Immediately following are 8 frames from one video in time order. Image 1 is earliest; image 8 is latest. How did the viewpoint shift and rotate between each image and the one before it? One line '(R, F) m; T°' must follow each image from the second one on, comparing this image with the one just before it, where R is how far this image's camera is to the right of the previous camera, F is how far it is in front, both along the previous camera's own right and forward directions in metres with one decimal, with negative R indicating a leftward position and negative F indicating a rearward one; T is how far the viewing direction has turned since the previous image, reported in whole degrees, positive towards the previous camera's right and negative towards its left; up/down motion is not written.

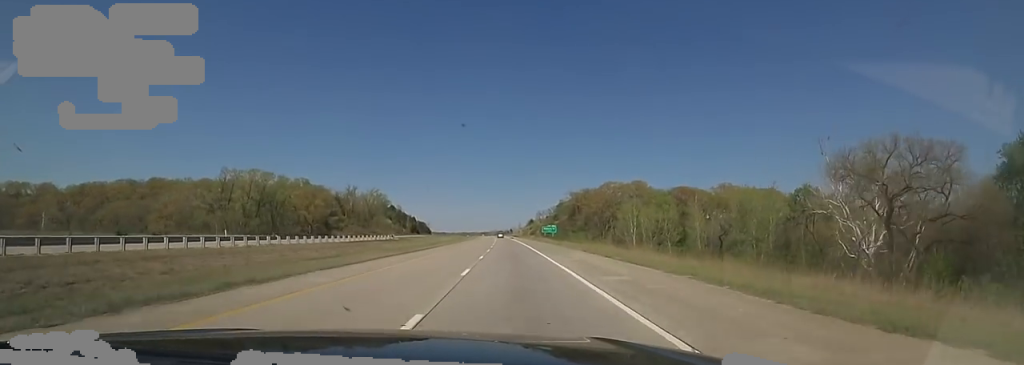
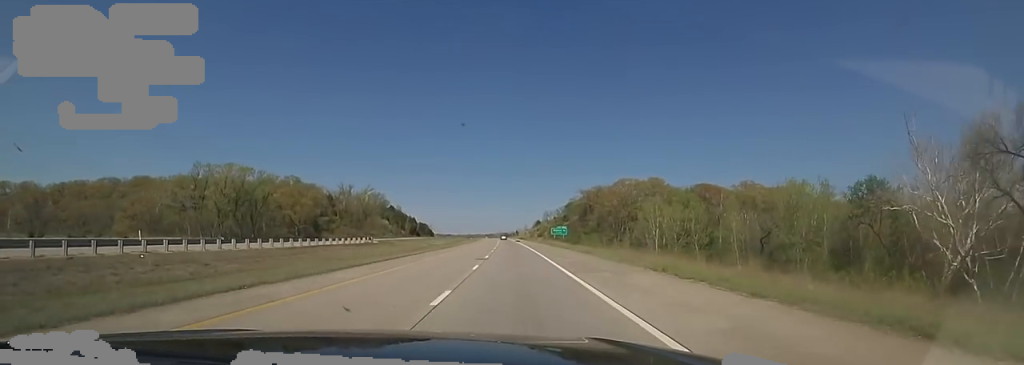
(-0.2, +15.9) m; -1°
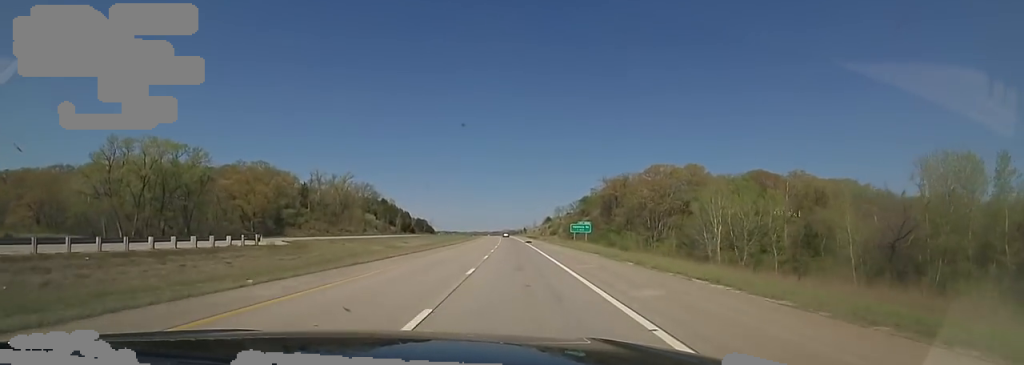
(+0.3, +32.7) m; -2°
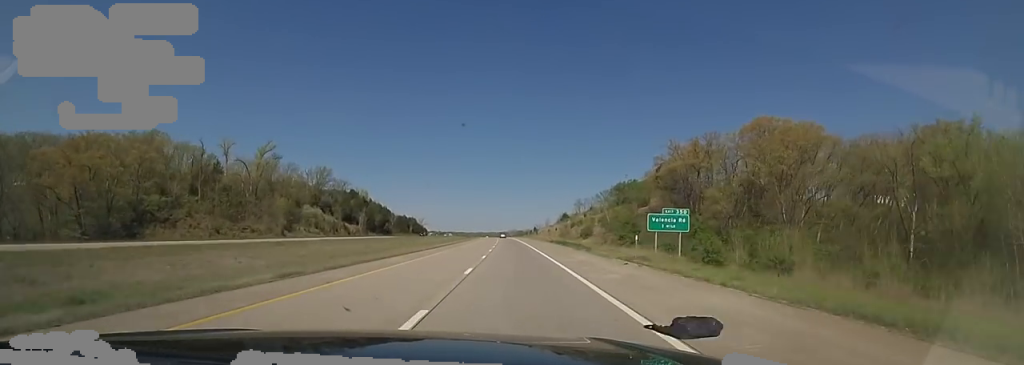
(-0.9, +59.2) m; 0°
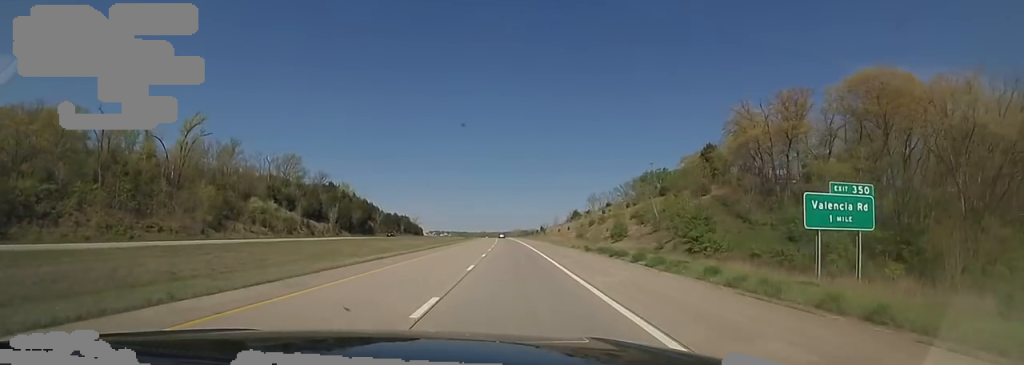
(-0.2, +28.9) m; 0°
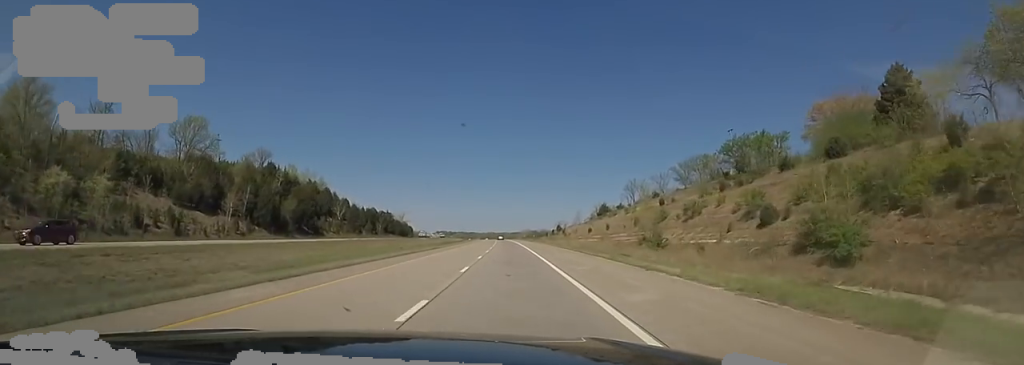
(+0.7, +49.2) m; 0°
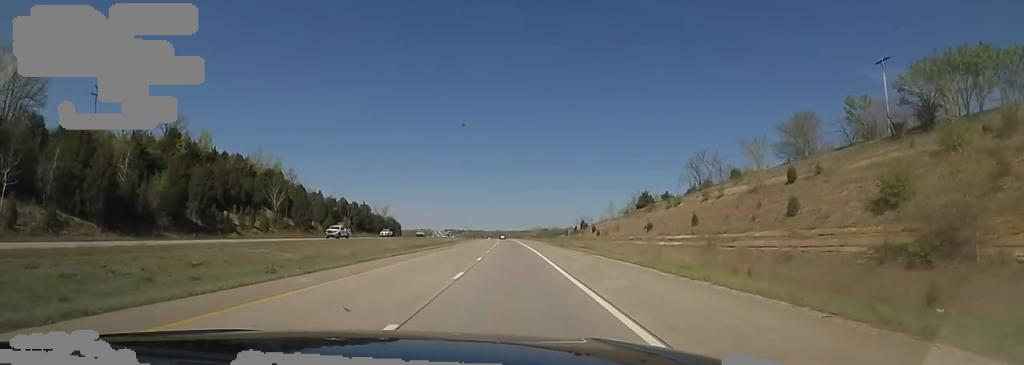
(-1.5, +42.0) m; -3°
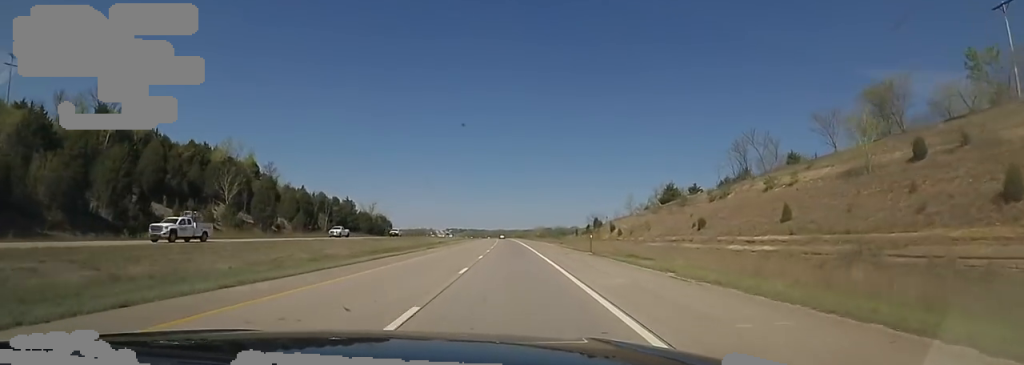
(0.0, +18.2) m; -1°
